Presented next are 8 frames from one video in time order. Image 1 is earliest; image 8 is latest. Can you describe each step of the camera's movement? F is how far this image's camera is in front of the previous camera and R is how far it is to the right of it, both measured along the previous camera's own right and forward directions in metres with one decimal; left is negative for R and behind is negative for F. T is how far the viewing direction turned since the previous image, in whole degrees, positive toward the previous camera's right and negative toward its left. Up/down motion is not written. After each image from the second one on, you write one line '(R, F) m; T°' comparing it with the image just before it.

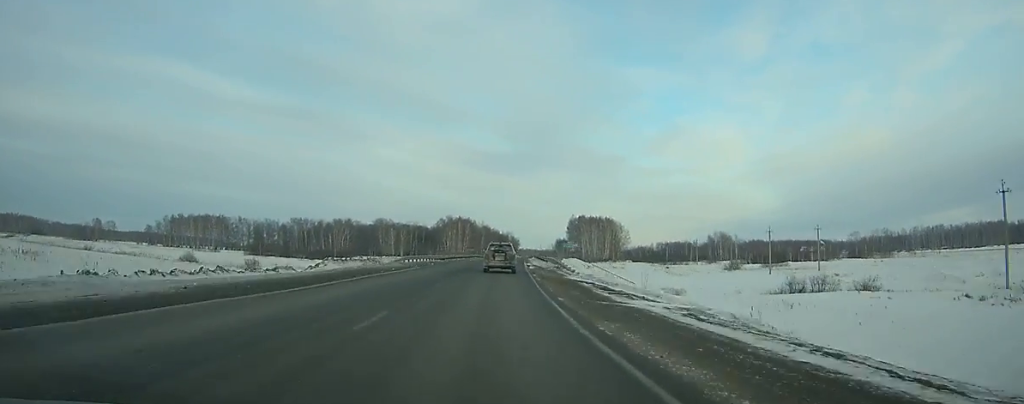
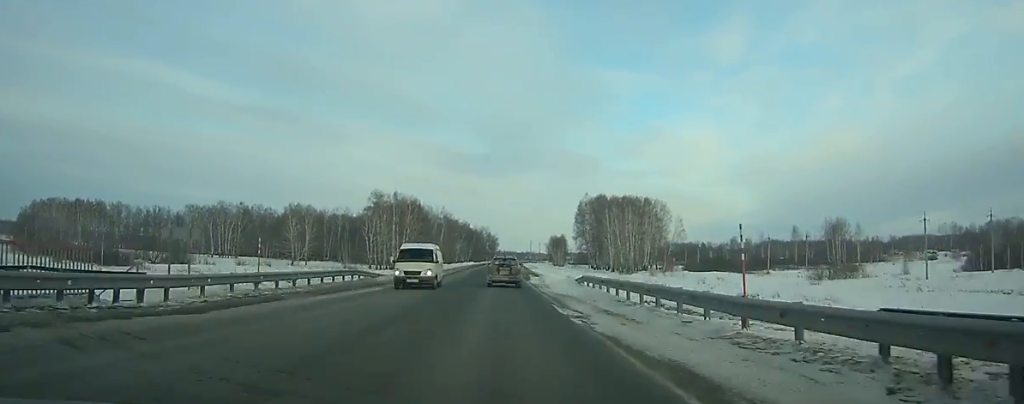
(+3.6, +122.6) m; +2°
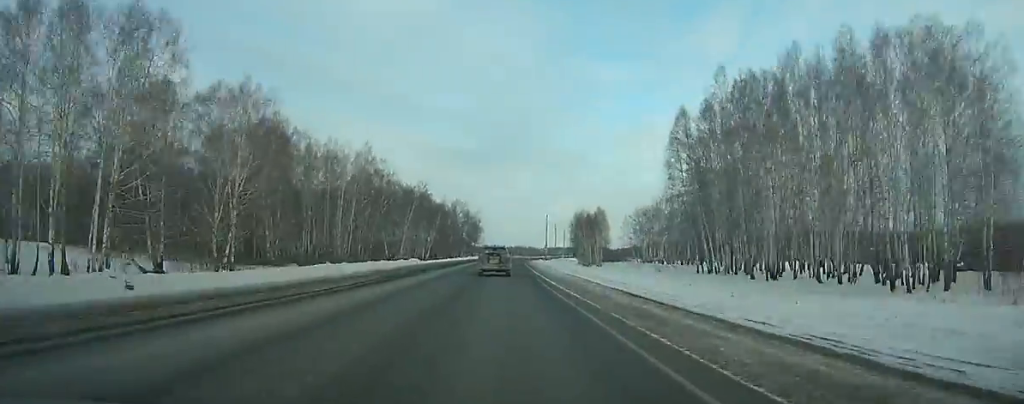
(+0.5, +124.1) m; +1°
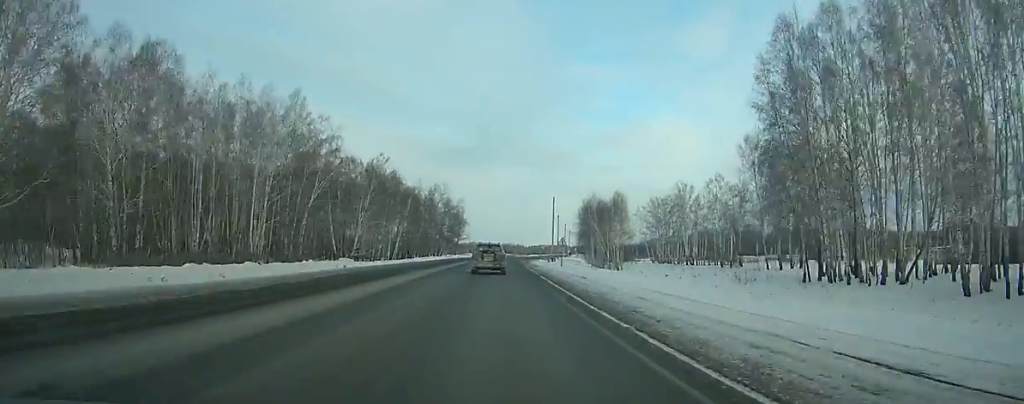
(+0.3, +33.5) m; +1°
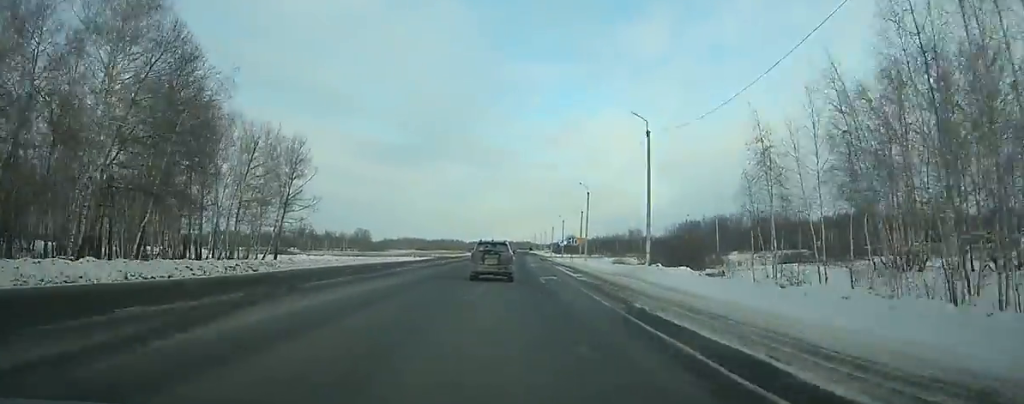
(+4.6, +119.6) m; +5°
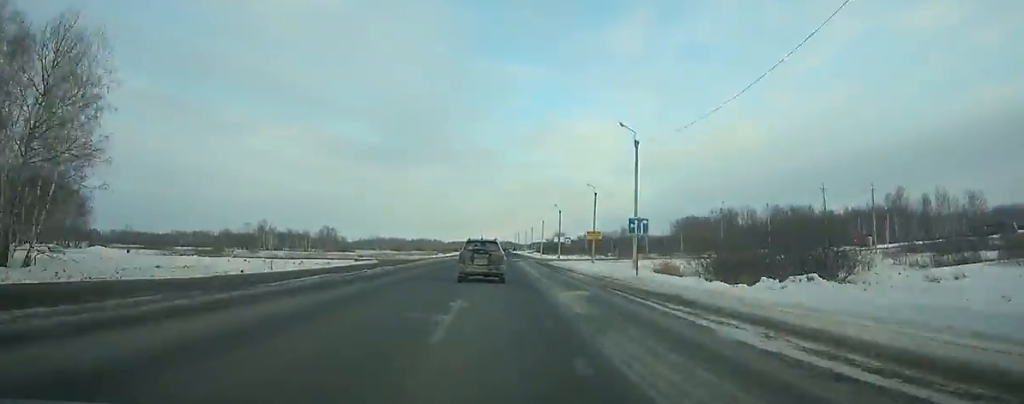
(+1.1, +36.2) m; +1°
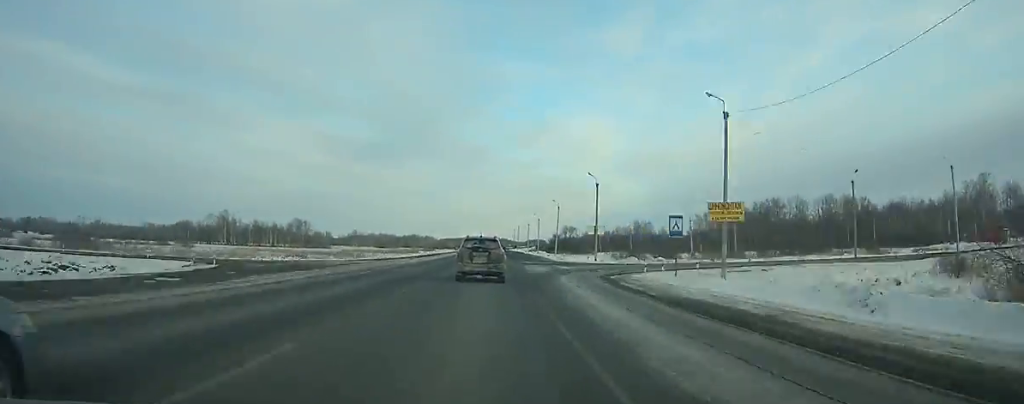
(+0.5, +46.8) m; +1°
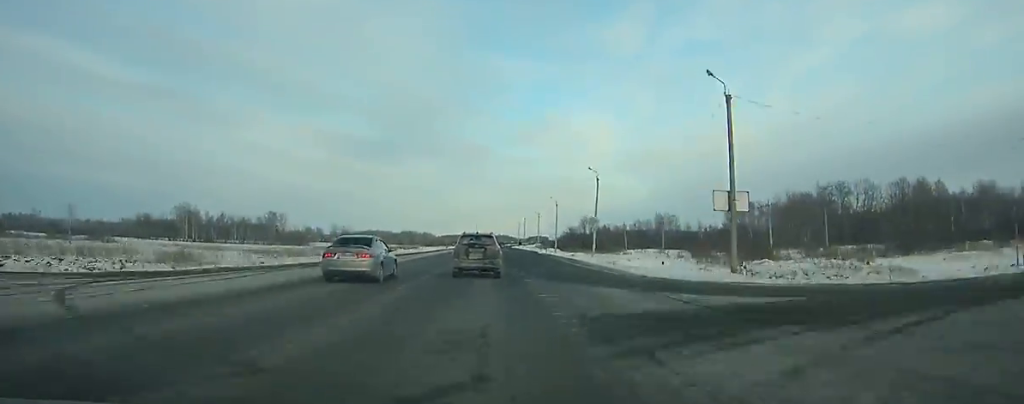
(0.0, +41.6) m; 0°
